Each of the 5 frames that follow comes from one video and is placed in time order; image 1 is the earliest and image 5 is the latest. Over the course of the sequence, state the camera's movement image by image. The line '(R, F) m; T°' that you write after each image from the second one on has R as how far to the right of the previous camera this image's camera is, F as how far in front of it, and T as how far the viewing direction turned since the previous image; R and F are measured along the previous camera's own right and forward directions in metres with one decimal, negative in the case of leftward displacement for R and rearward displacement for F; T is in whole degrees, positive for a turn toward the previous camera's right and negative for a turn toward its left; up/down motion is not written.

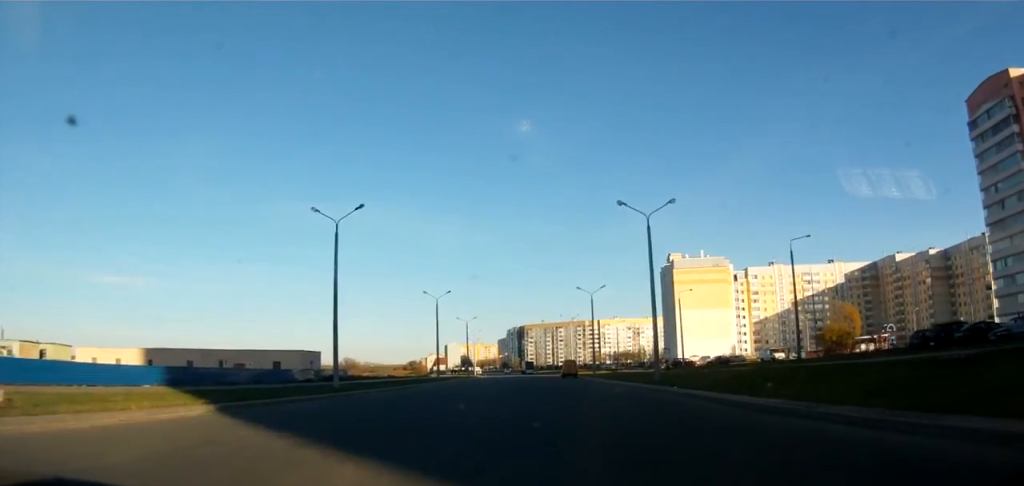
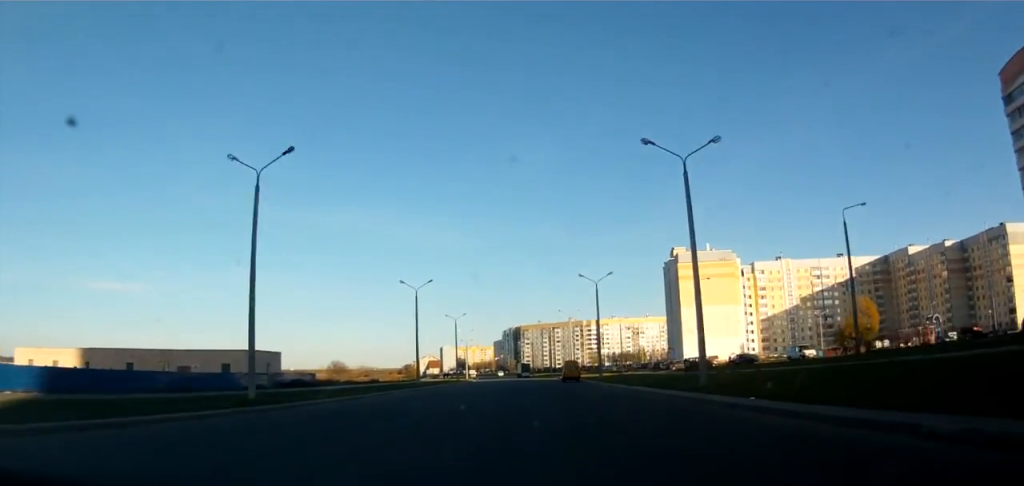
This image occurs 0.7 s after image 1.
(+0.2, +11.6) m; +2°
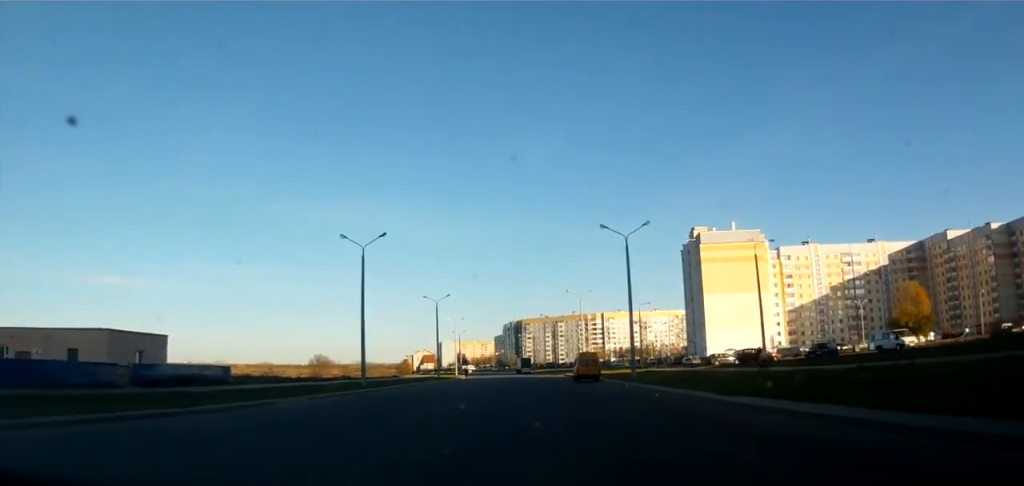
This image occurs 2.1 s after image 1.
(+0.1, +21.7) m; -2°
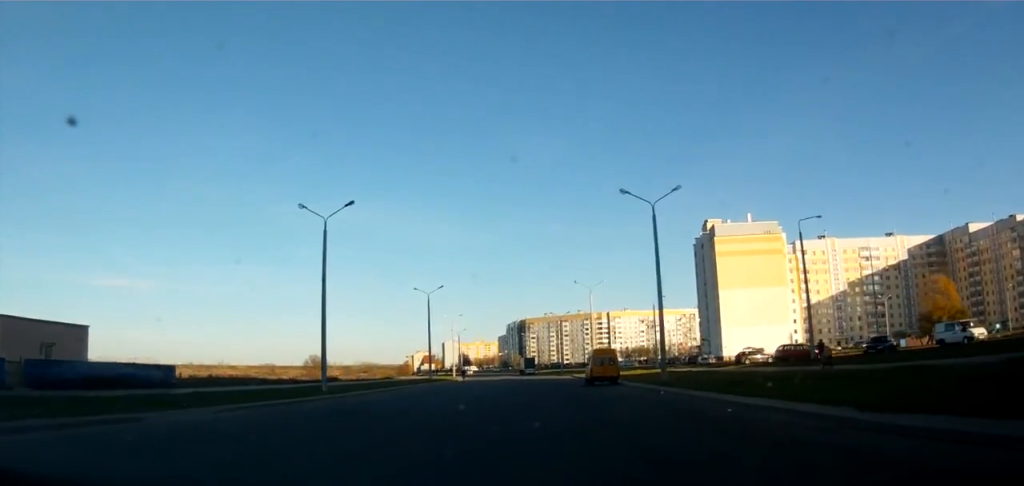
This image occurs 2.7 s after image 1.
(-0.1, +9.5) m; -2°
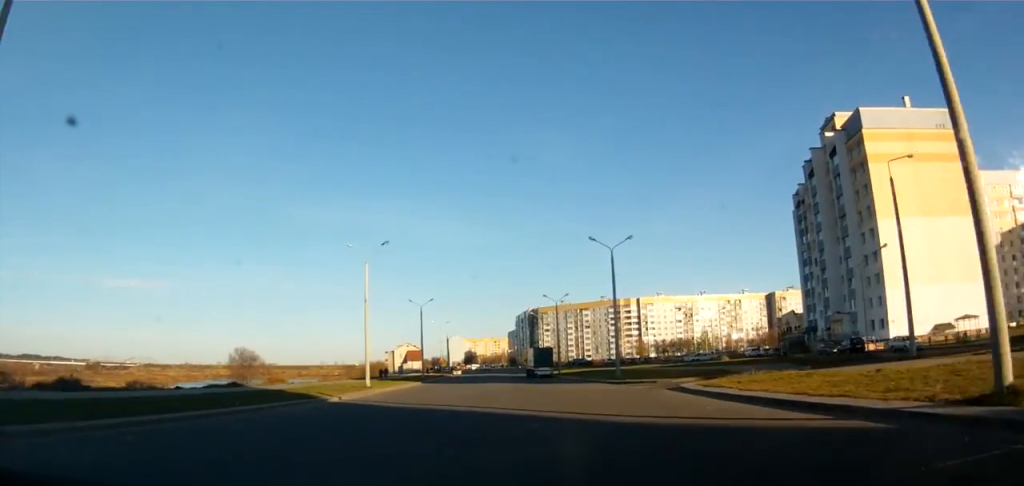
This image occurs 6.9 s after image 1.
(-1.6, +64.8) m; -2°
